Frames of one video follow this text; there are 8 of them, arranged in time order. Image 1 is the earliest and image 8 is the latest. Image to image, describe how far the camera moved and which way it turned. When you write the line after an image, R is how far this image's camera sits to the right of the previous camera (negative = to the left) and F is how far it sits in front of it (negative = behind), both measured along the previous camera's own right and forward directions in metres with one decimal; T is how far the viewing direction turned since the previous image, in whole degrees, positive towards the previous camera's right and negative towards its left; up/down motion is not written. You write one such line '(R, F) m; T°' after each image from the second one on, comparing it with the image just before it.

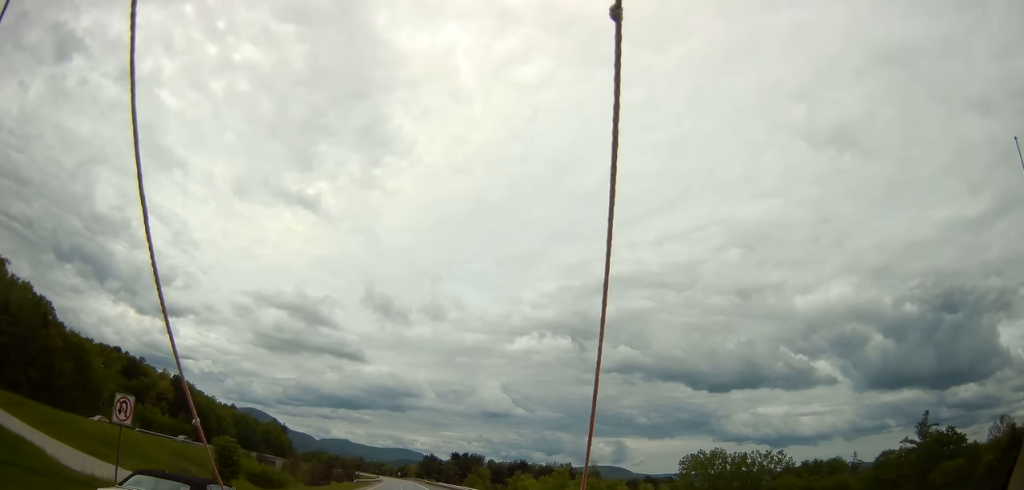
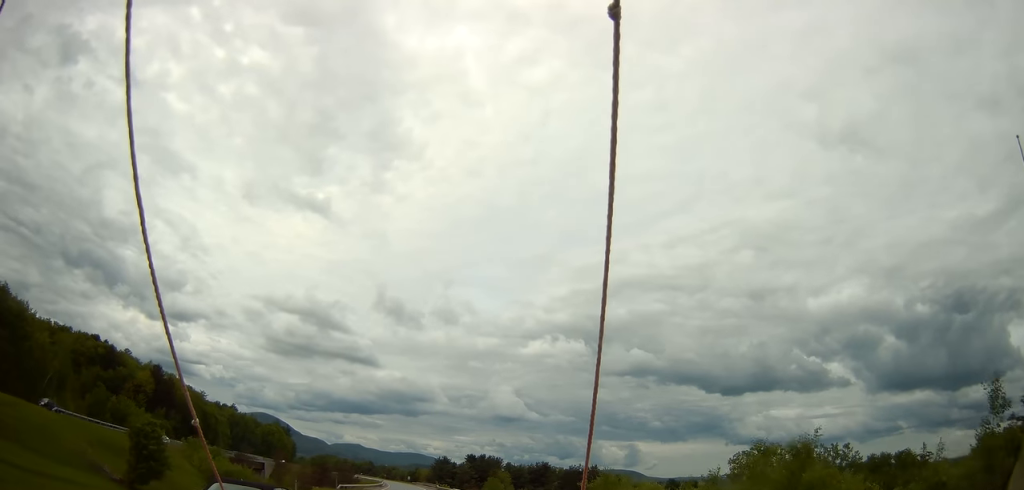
(-0.2, +25.3) m; -1°
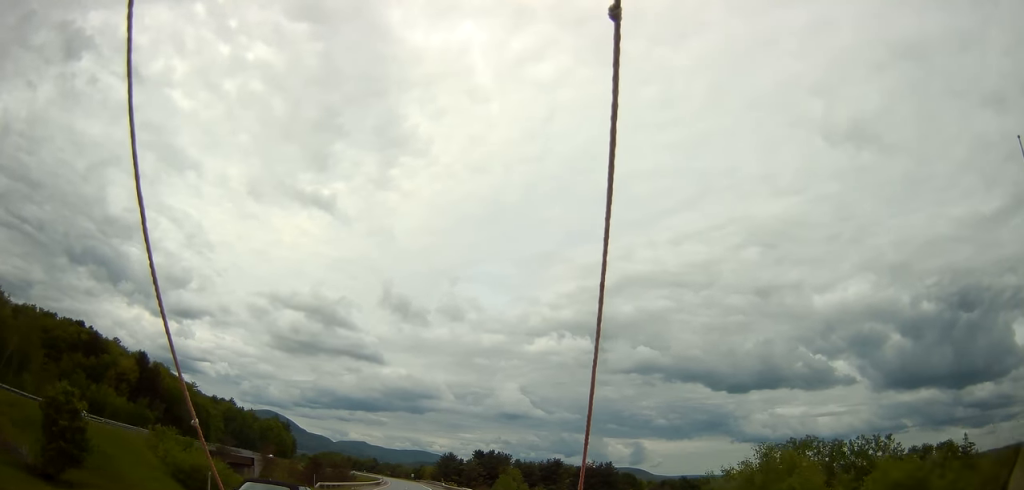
(0.0, +14.3) m; 0°
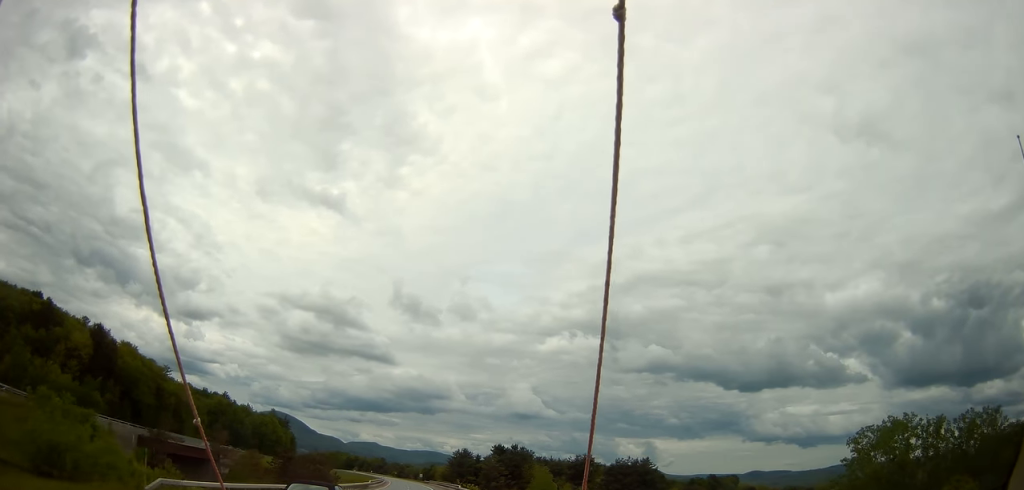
(-0.4, +32.1) m; -1°
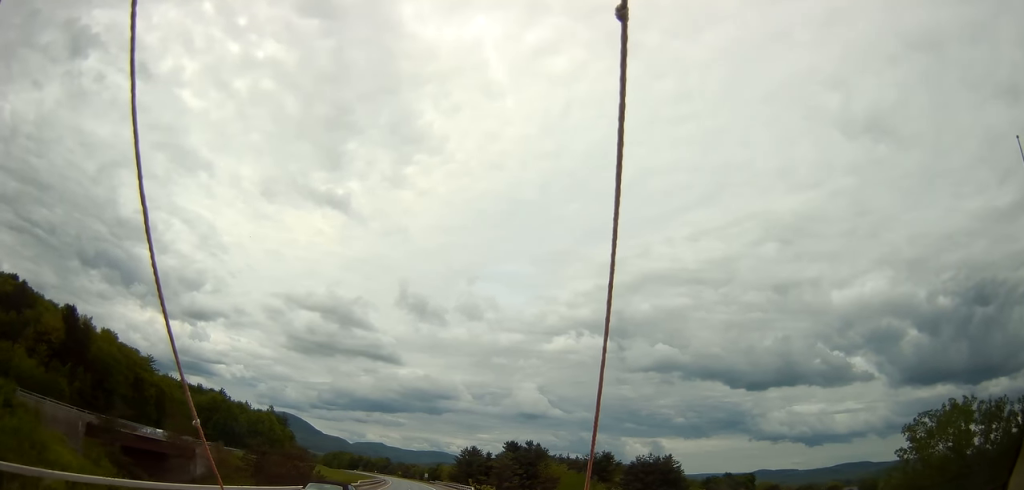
(-0.1, +16.0) m; 0°
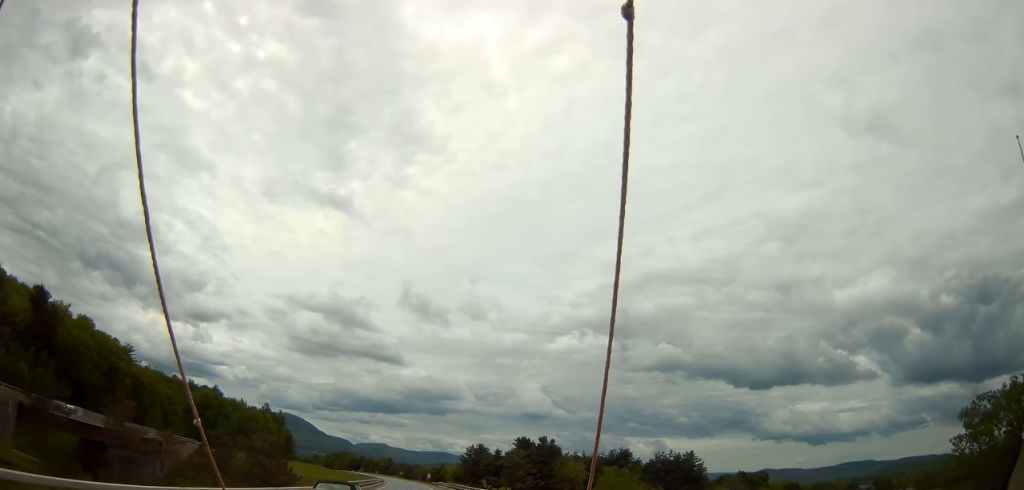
(0.0, +15.2) m; -1°
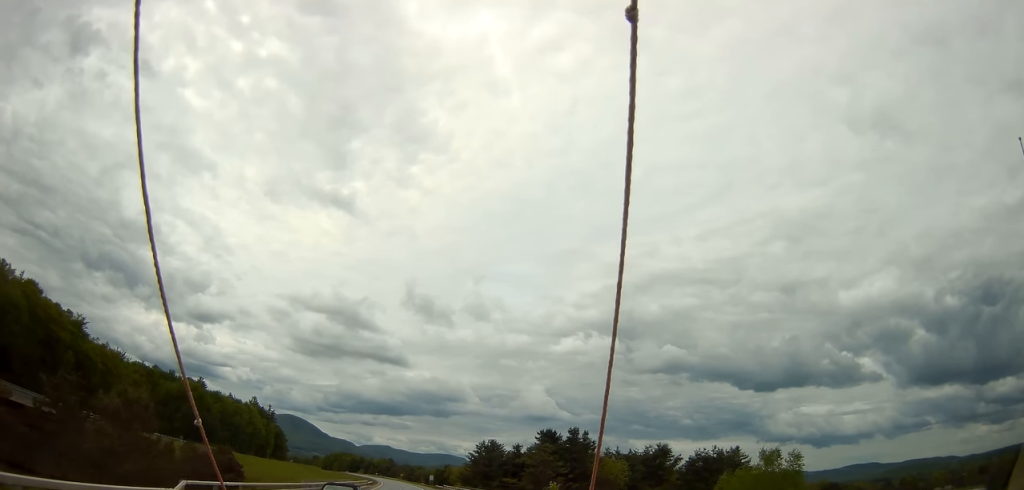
(-0.3, +27.9) m; -1°
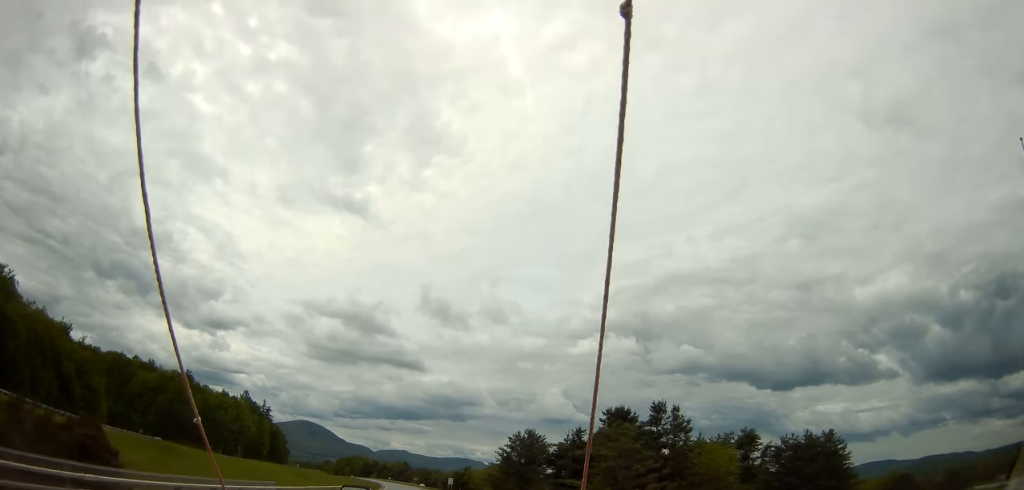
(-0.1, +36.6) m; -1°
